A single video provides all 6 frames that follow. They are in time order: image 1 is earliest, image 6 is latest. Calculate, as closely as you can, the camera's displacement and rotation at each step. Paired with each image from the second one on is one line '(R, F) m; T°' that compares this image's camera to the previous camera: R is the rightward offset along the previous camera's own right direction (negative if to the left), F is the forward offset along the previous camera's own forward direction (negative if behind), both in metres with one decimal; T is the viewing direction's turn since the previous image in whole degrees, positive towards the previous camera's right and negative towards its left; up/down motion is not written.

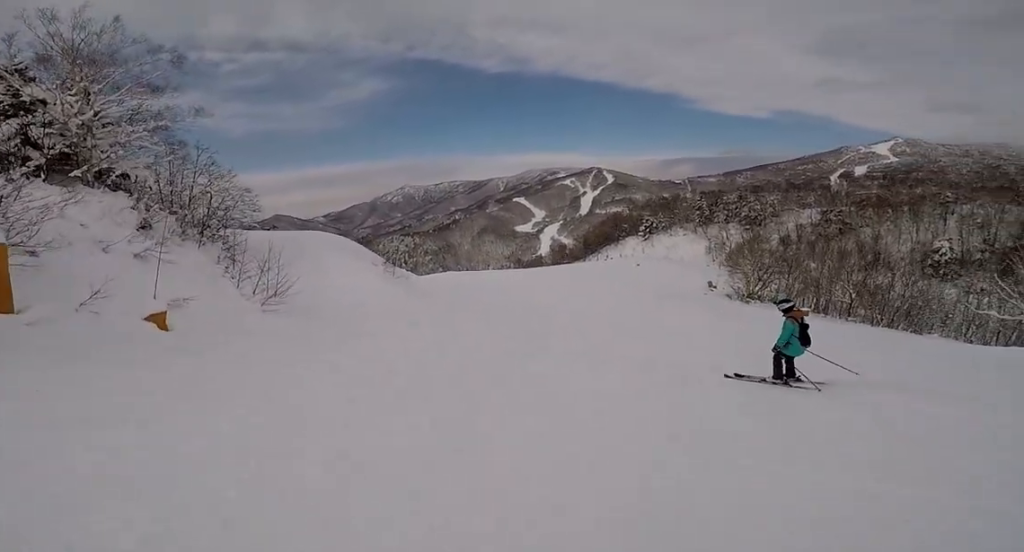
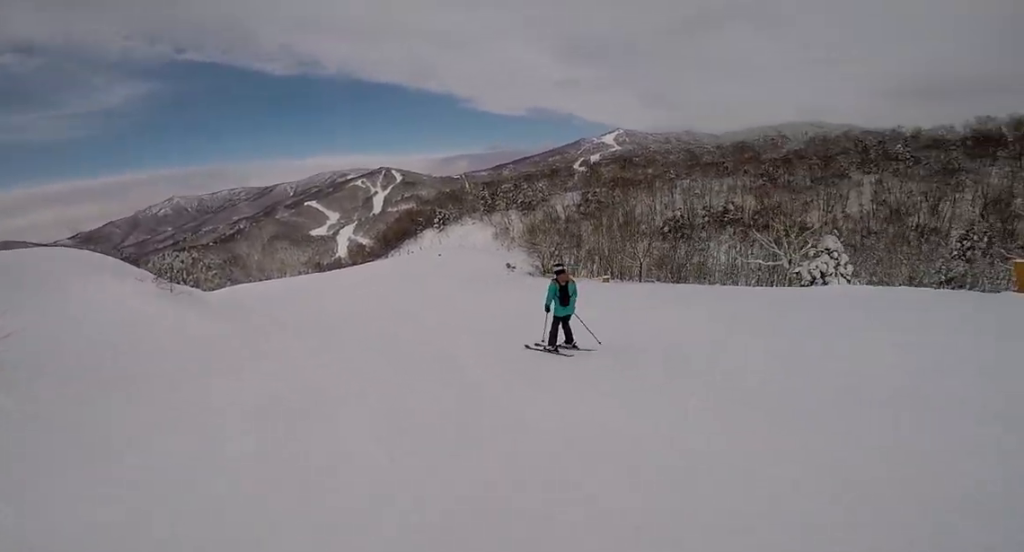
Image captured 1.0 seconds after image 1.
(+1.0, +4.8) m; +25°
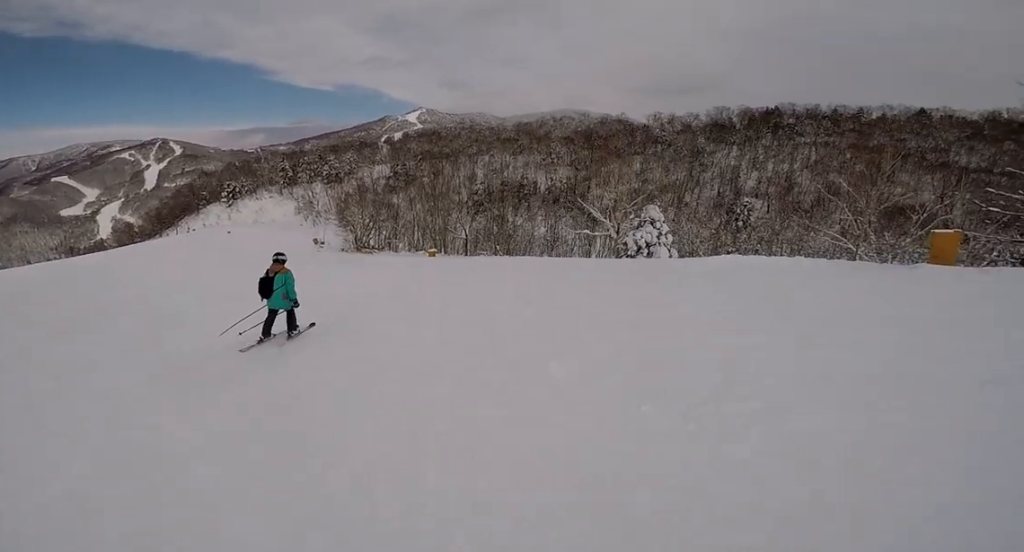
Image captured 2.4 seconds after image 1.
(+2.1, +6.5) m; +23°
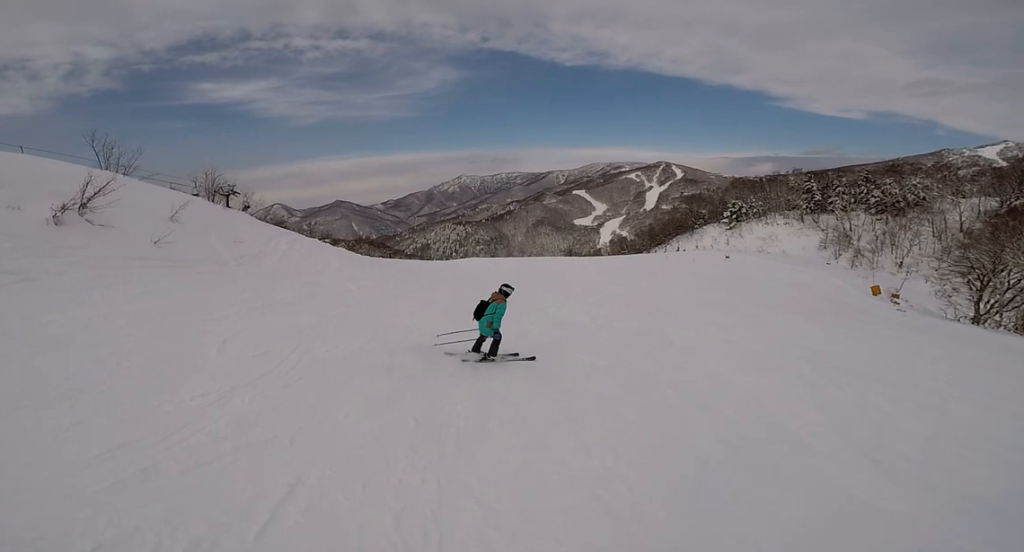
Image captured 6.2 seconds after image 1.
(-12.2, +16.0) m; -49°
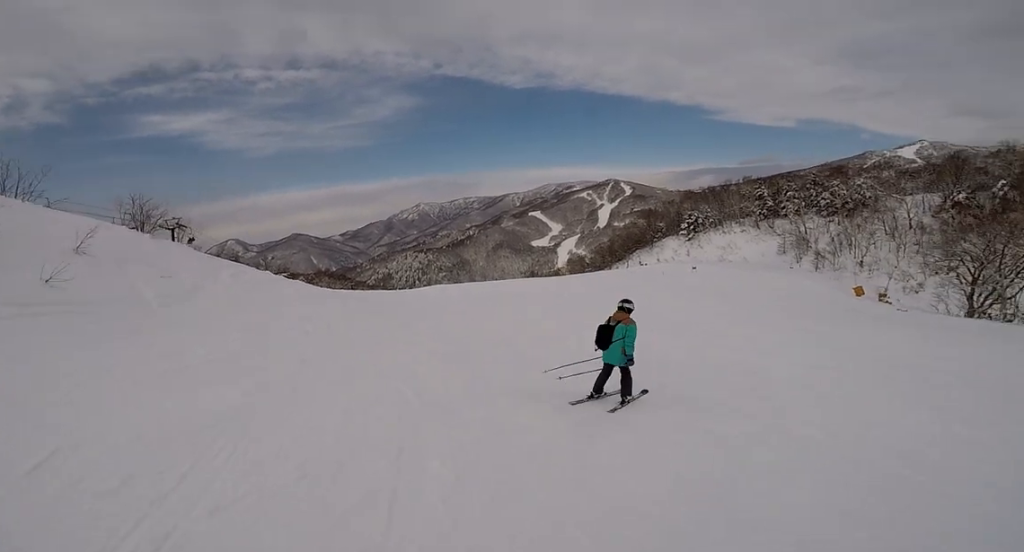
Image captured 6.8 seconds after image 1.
(+0.3, +3.3) m; +5°
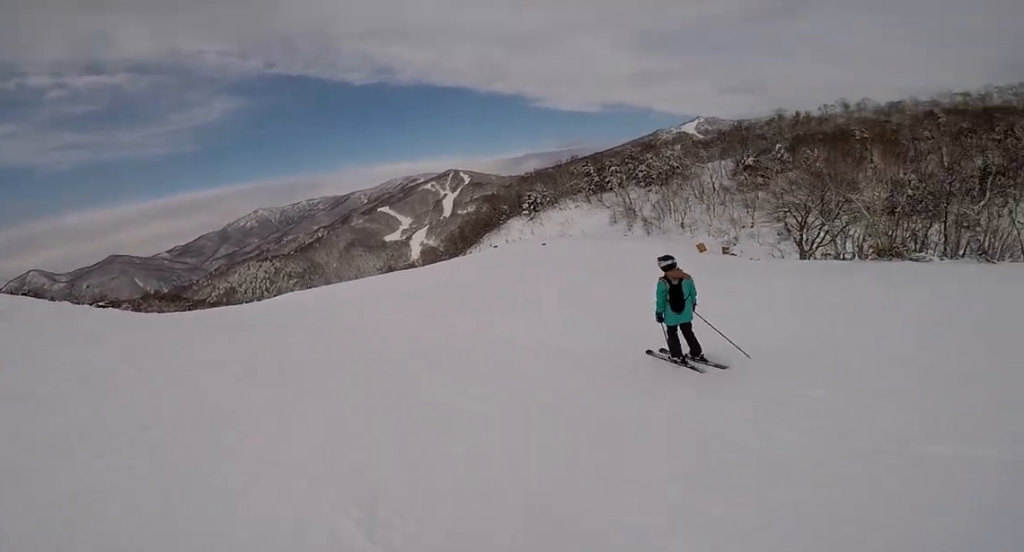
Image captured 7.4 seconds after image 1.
(0.0, +3.6) m; 0°
